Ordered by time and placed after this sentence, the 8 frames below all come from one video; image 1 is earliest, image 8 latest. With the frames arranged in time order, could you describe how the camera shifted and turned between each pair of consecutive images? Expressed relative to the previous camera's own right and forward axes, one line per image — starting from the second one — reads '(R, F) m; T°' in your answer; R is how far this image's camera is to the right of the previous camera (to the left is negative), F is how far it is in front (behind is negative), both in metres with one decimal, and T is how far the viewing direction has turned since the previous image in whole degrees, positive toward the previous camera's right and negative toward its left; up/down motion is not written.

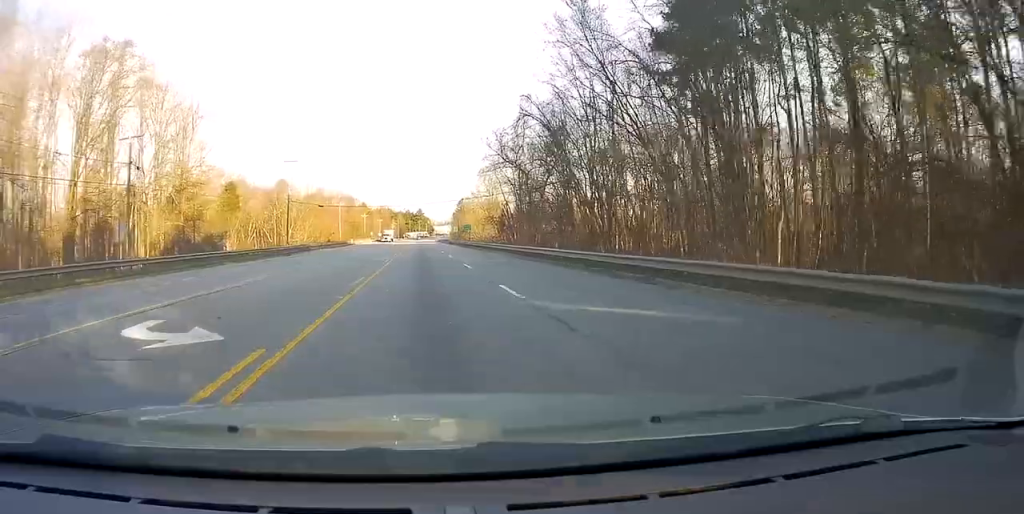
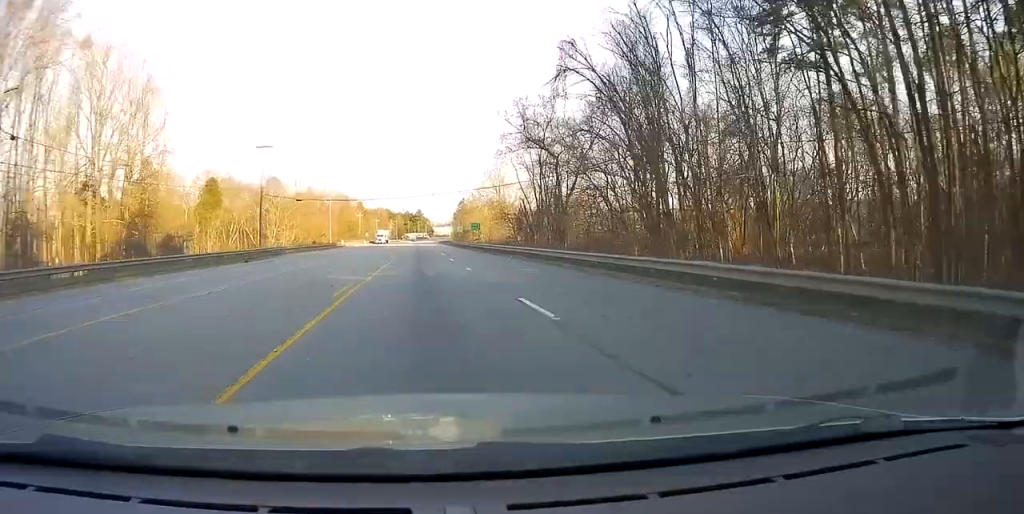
(-0.4, +15.3) m; -1°
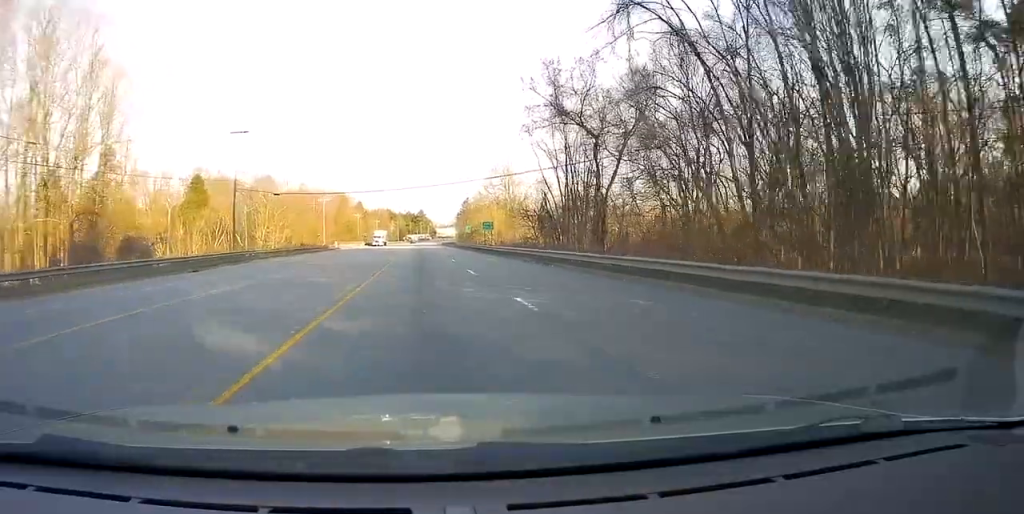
(-0.3, +11.7) m; -1°
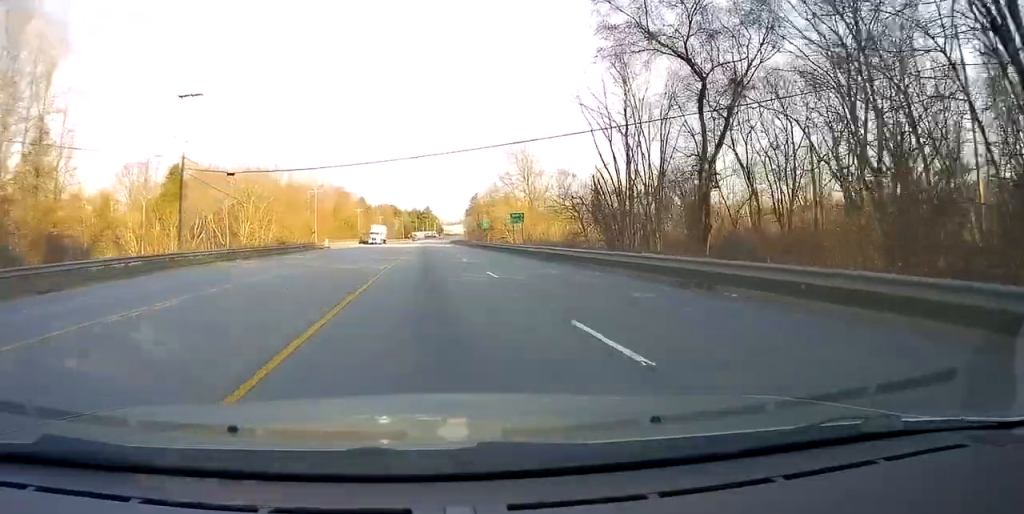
(+0.2, +16.1) m; +1°
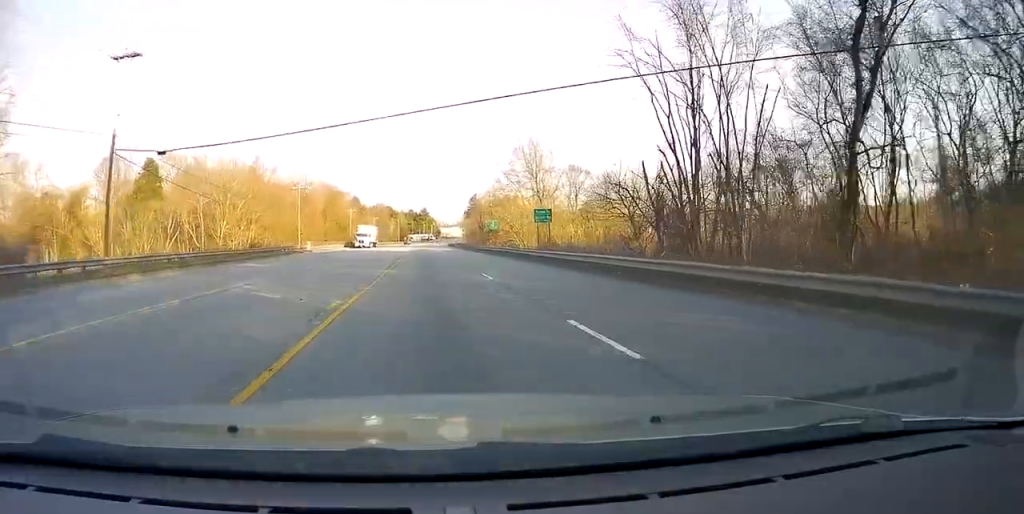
(0.0, +11.7) m; +1°
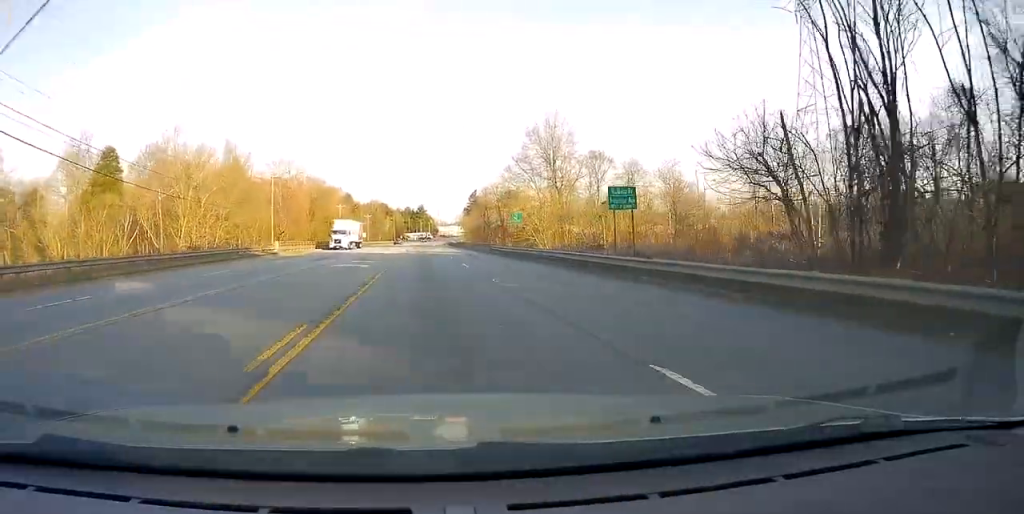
(+0.2, +15.7) m; 0°
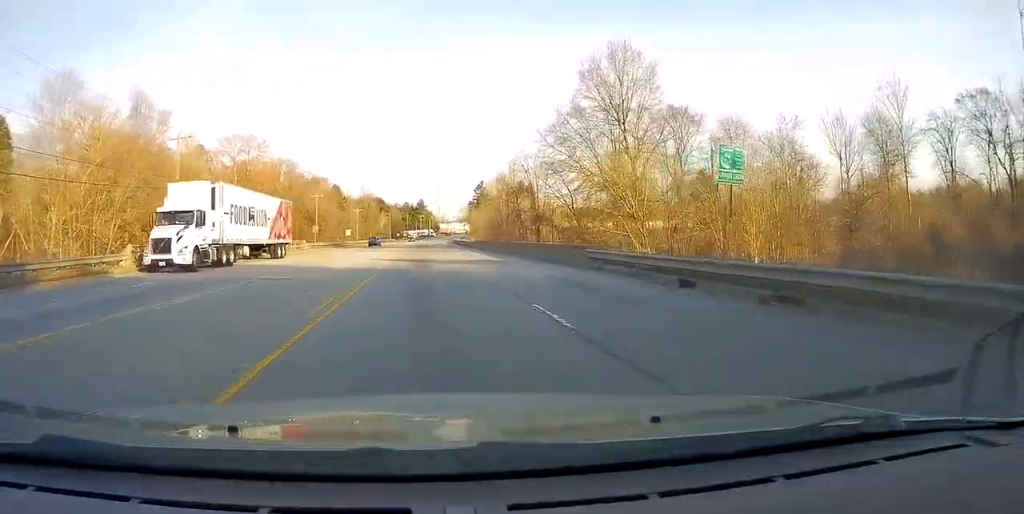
(-0.3, +31.8) m; -1°
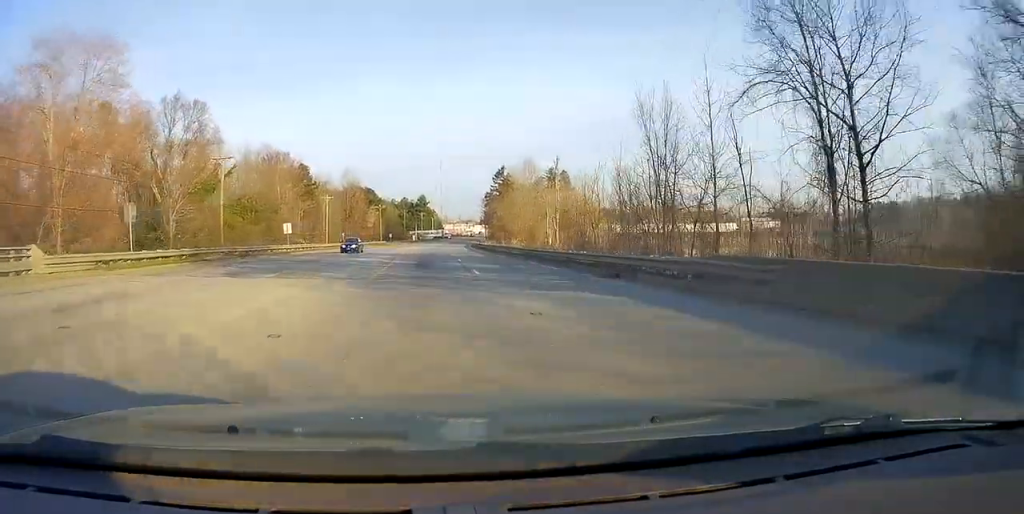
(+0.7, +55.1) m; 0°
